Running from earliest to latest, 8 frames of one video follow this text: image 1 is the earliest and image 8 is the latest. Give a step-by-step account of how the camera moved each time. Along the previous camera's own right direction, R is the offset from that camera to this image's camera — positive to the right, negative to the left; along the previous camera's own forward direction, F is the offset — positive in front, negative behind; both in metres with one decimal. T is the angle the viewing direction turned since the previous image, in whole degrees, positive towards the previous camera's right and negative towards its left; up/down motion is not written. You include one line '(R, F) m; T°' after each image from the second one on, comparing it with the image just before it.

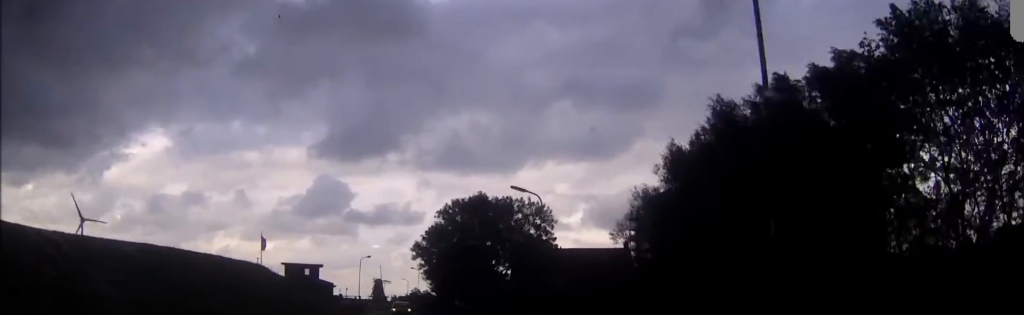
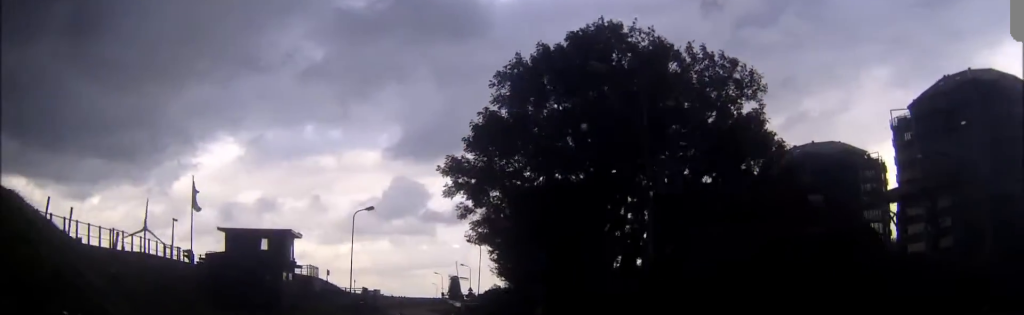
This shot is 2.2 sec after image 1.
(-0.4, +40.9) m; -4°
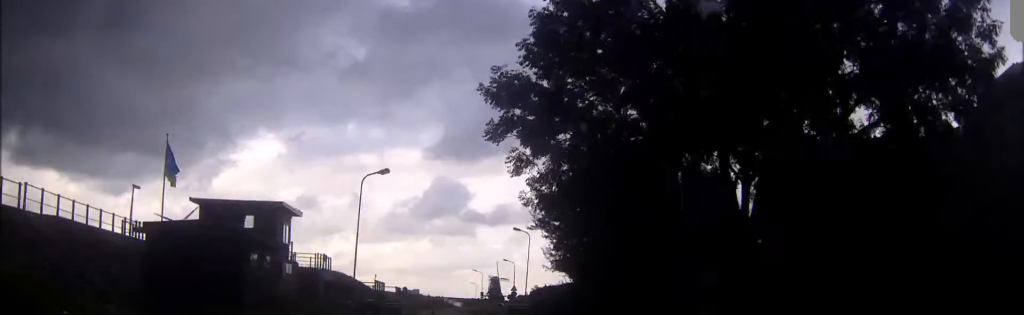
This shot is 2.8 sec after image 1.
(-0.3, +11.2) m; -2°
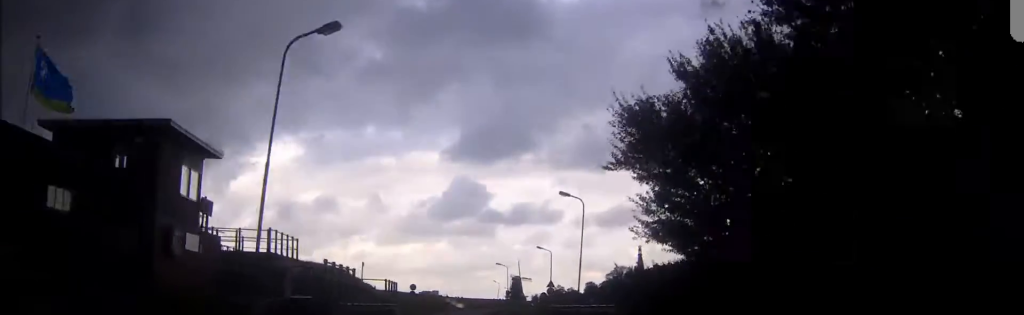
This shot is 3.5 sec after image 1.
(-0.4, +15.4) m; -3°
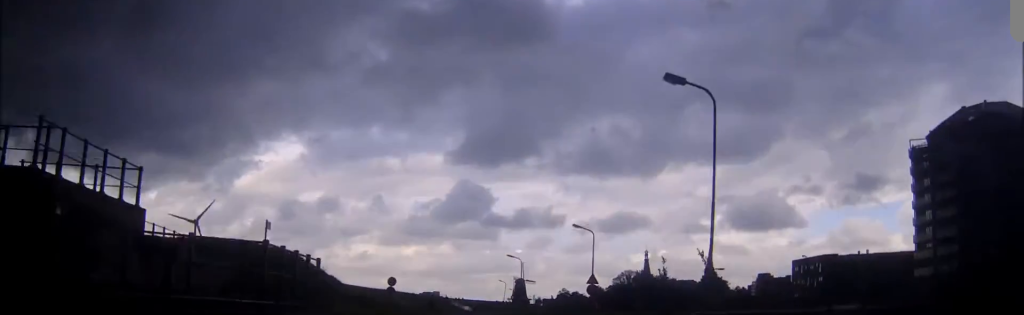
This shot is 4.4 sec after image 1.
(-0.3, +17.8) m; -1°
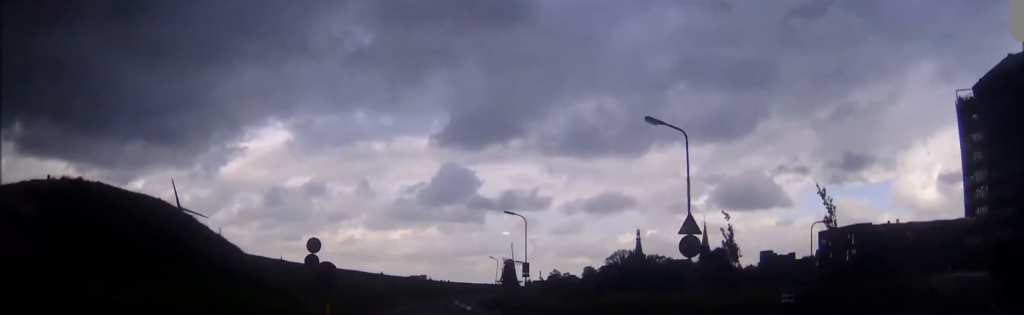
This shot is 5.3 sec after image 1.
(0.0, +19.0) m; 0°
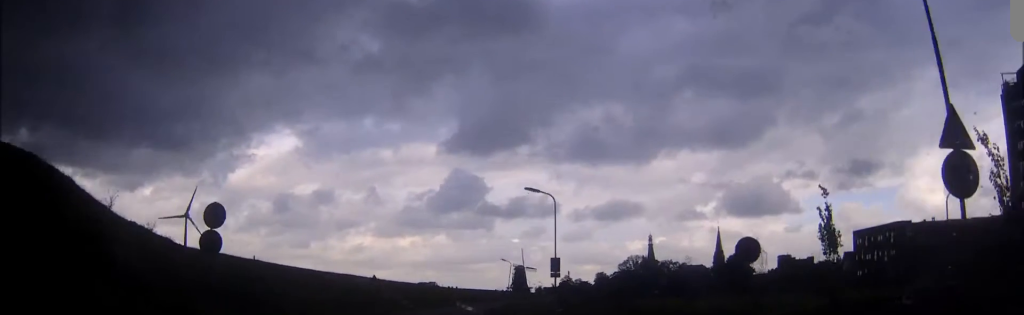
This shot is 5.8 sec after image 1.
(0.0, +10.8) m; 0°
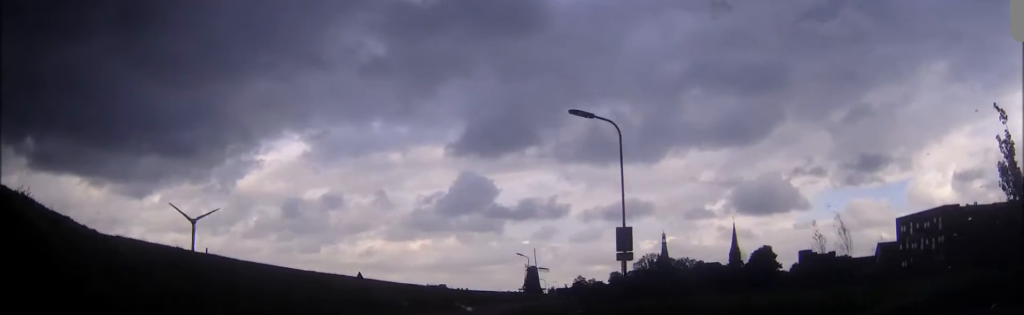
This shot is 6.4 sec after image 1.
(+0.1, +13.1) m; 0°
